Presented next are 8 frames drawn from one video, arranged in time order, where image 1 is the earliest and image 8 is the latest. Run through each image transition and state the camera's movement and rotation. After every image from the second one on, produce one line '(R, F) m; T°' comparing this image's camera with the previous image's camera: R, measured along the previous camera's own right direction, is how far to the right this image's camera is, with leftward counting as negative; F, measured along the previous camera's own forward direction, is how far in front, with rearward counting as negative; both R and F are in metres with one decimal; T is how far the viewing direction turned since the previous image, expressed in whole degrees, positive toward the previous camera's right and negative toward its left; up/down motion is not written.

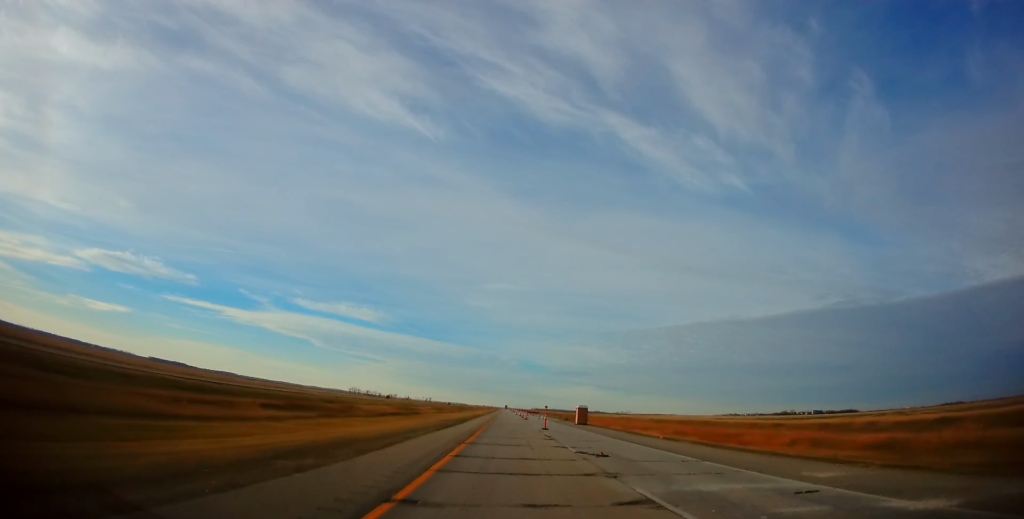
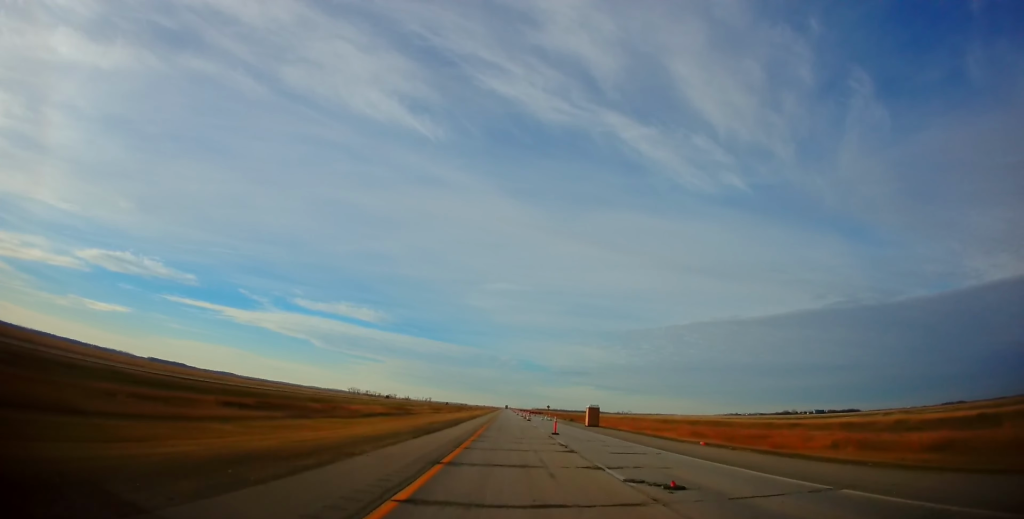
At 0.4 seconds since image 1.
(0.0, +7.6) m; 0°
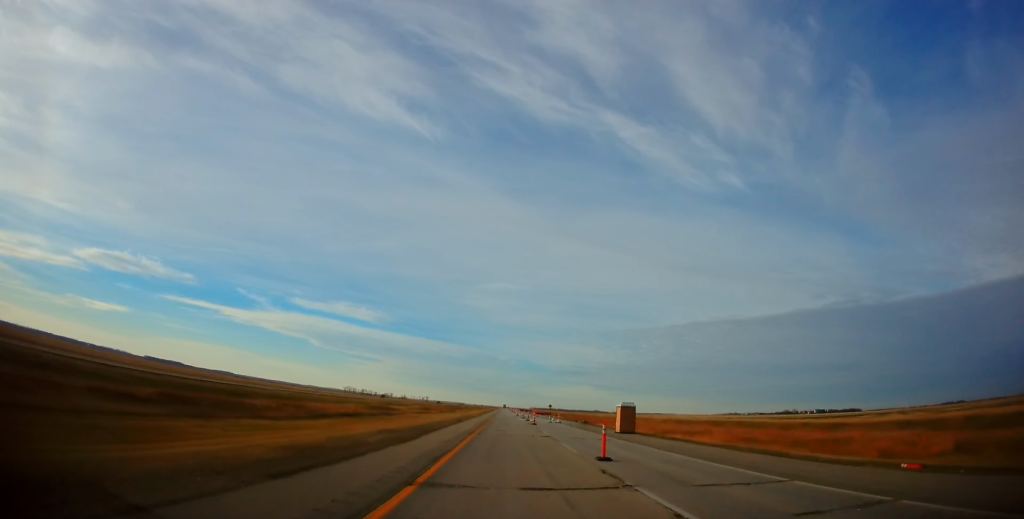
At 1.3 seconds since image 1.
(0.0, +16.4) m; 0°
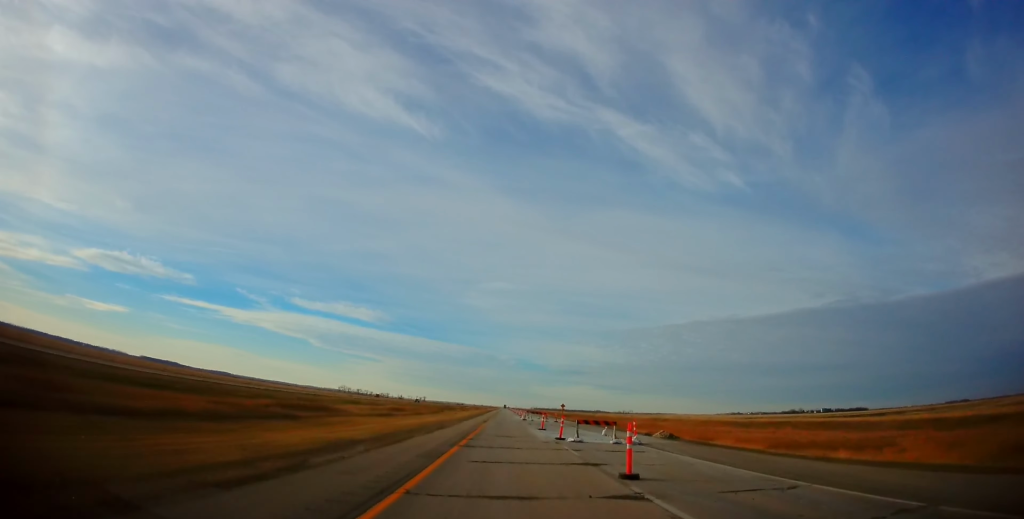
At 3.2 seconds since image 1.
(-0.1, +37.6) m; +1°
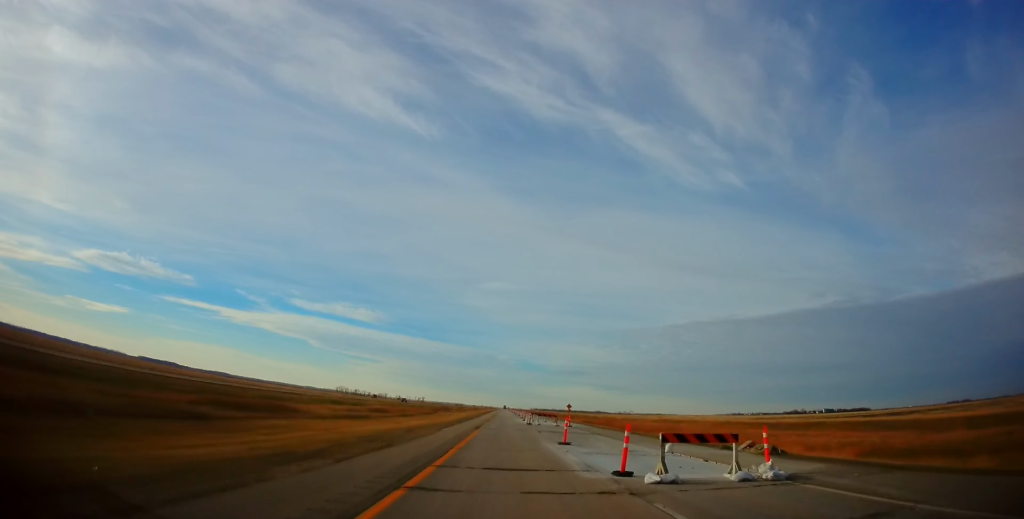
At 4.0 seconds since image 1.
(+0.4, +14.0) m; 0°
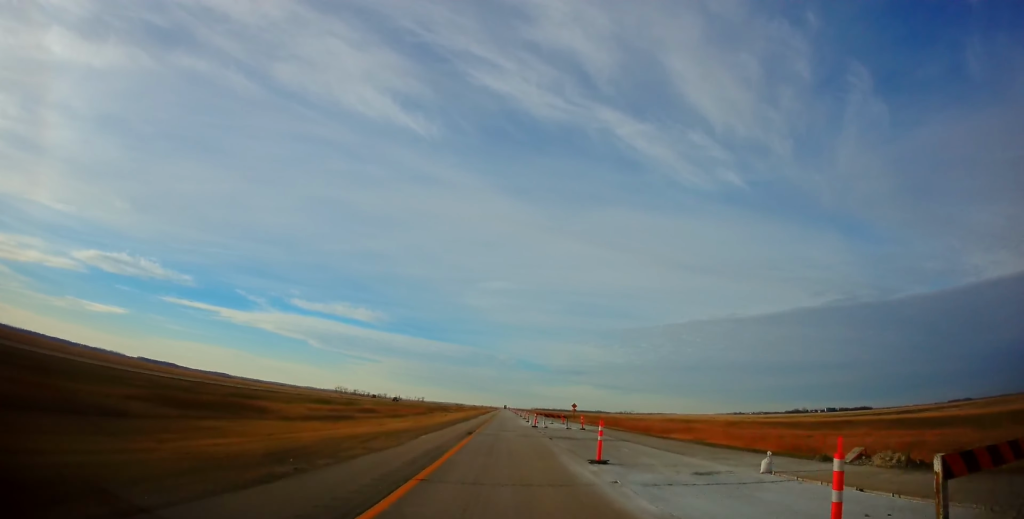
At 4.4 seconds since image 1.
(-0.1, +8.2) m; 0°
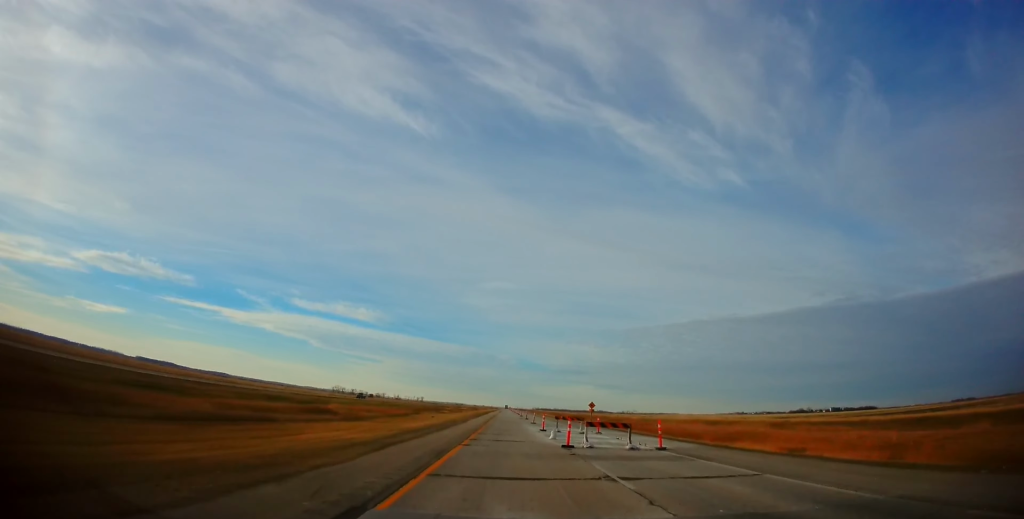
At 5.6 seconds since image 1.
(-0.2, +22.1) m; -1°
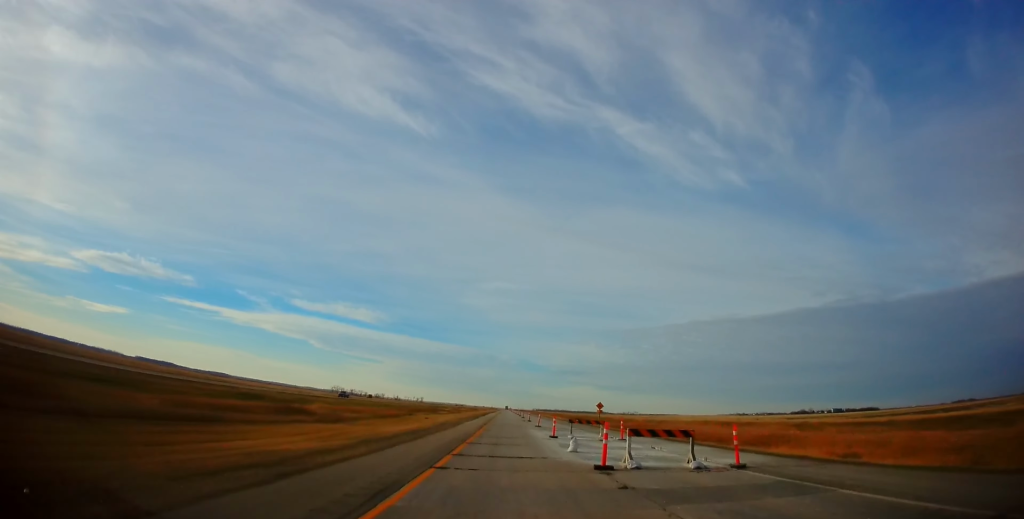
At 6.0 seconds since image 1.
(+0.1, +7.6) m; 0°
